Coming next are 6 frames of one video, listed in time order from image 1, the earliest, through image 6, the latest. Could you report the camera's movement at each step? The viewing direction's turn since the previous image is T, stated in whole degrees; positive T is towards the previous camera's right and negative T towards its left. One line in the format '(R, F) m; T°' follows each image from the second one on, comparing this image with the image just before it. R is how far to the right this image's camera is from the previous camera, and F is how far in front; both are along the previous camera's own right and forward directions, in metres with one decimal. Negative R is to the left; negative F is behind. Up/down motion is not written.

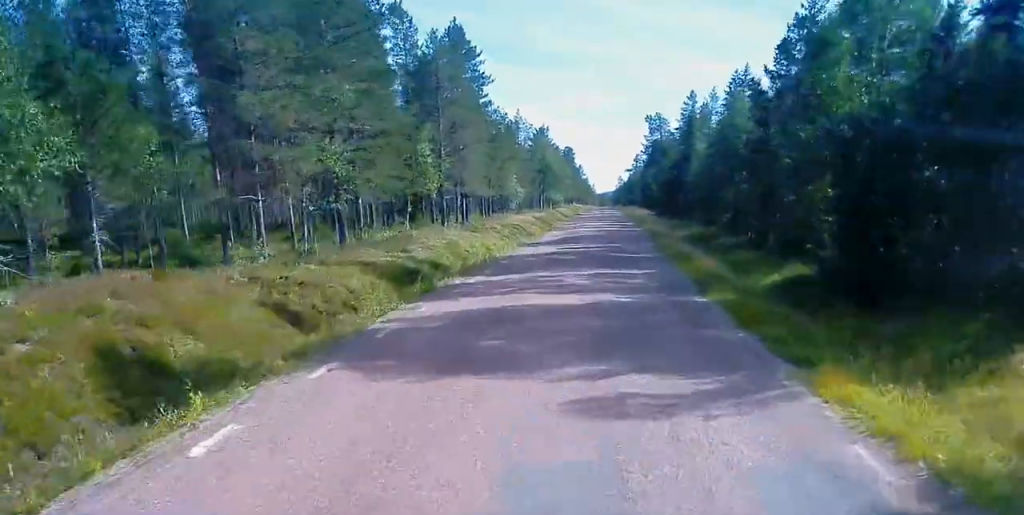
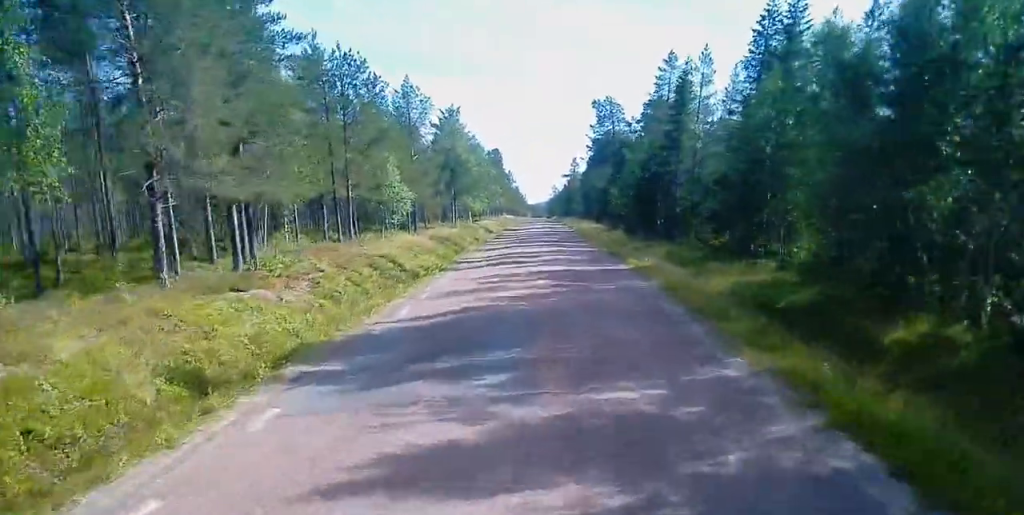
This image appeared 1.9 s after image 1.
(+0.8, +27.5) m; +3°
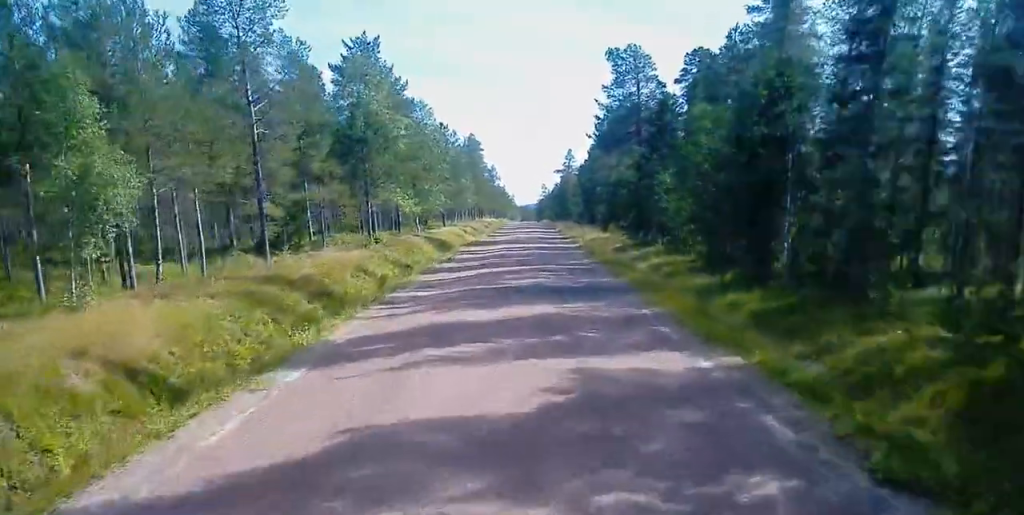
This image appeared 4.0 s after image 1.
(+0.1, +29.2) m; +1°
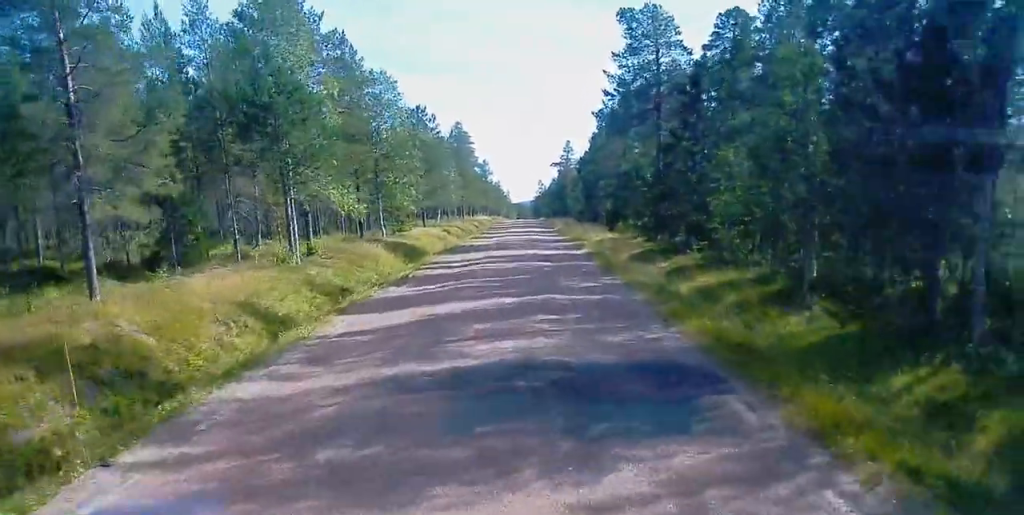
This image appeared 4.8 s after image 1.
(+0.2, +11.1) m; +1°
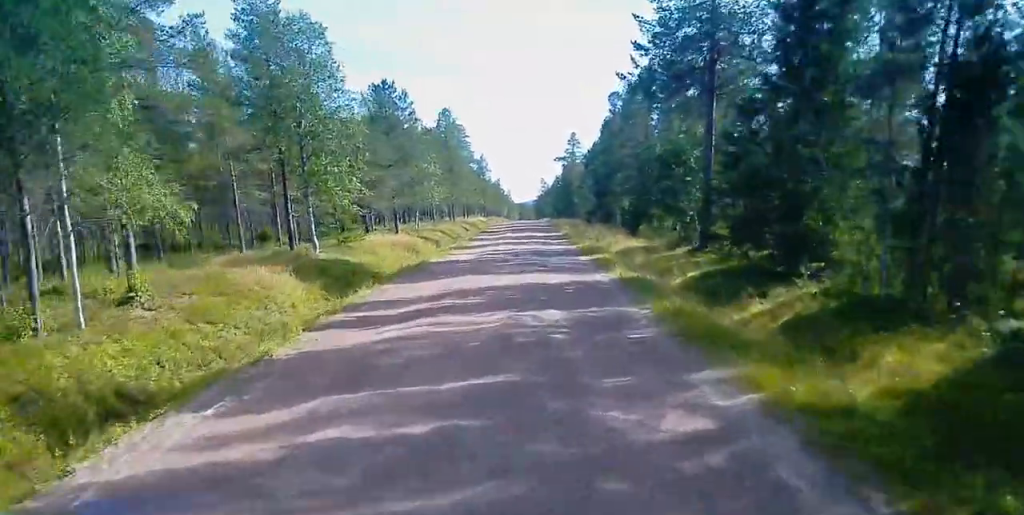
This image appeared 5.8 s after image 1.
(0.0, +13.8) m; -1°
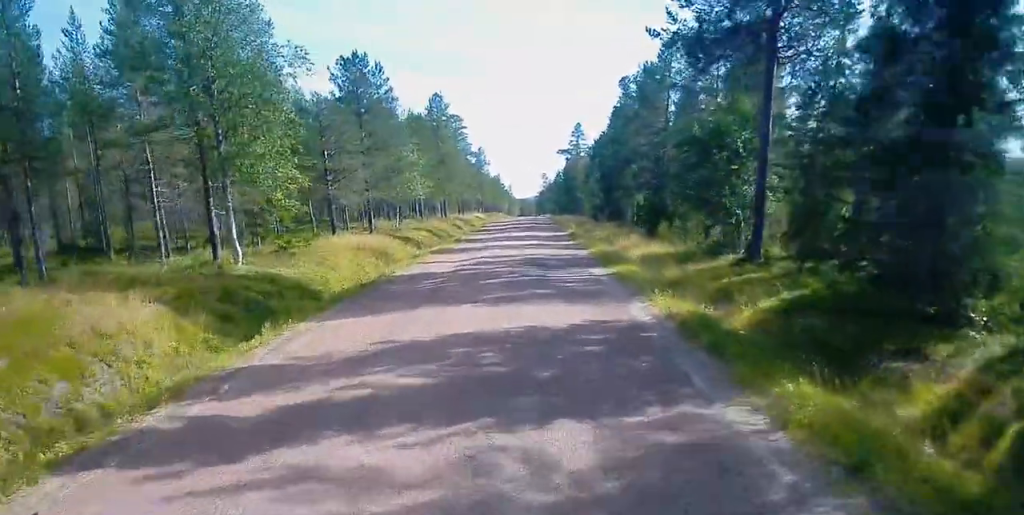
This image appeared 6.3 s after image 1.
(0.0, +8.1) m; -1°
